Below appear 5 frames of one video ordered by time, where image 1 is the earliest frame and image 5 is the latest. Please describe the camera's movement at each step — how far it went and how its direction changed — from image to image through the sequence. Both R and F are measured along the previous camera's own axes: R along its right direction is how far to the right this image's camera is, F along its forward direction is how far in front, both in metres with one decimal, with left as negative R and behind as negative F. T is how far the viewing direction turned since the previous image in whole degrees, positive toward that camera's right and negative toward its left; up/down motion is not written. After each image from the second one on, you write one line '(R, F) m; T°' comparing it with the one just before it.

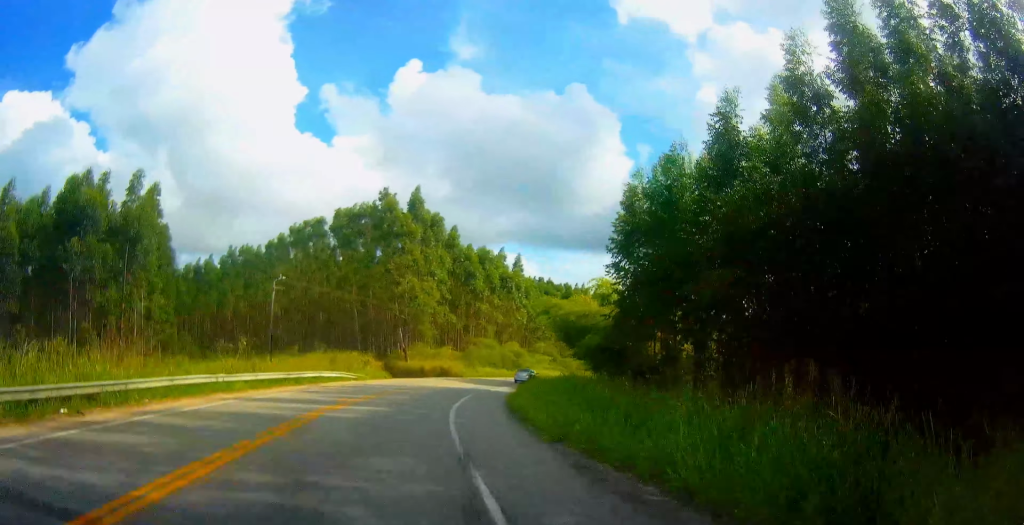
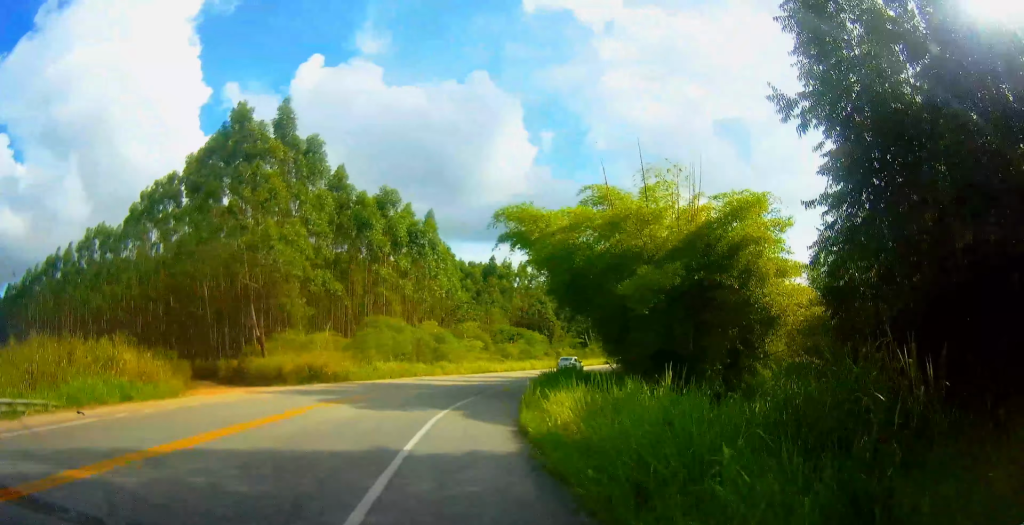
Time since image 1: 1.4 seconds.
(+0.1, +31.9) m; +2°
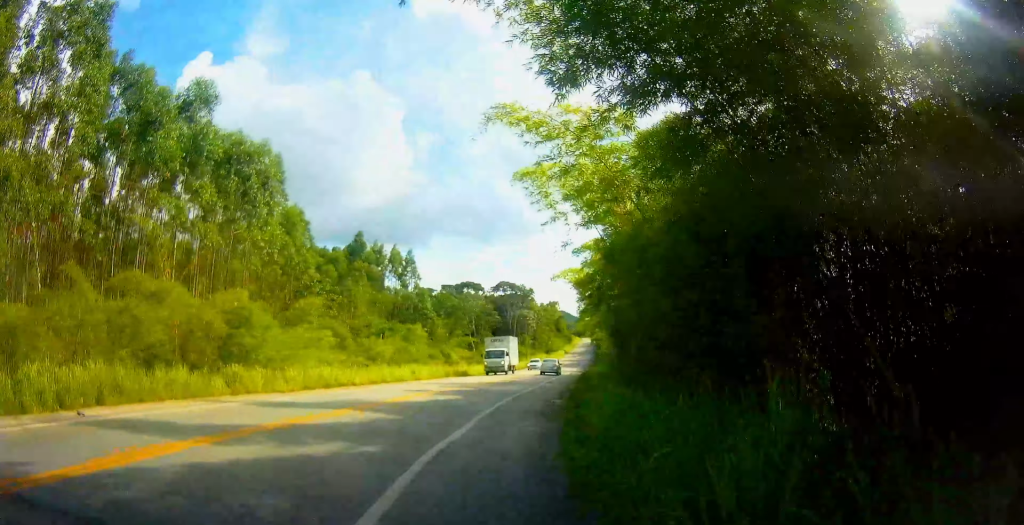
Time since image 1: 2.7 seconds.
(+2.1, +27.5) m; +8°
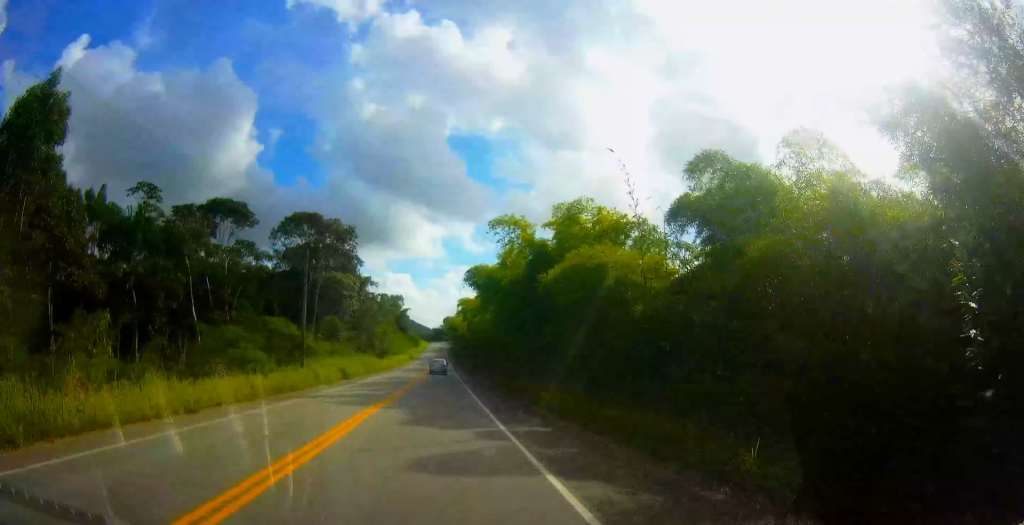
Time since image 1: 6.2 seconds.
(+18.1, +68.1) m; +29°
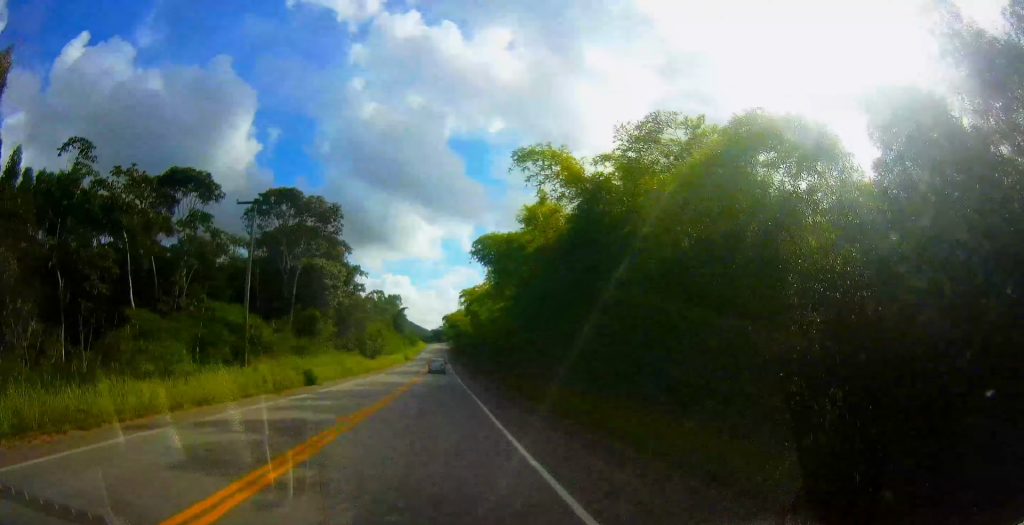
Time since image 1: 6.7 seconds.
(+0.2, +10.8) m; +1°
